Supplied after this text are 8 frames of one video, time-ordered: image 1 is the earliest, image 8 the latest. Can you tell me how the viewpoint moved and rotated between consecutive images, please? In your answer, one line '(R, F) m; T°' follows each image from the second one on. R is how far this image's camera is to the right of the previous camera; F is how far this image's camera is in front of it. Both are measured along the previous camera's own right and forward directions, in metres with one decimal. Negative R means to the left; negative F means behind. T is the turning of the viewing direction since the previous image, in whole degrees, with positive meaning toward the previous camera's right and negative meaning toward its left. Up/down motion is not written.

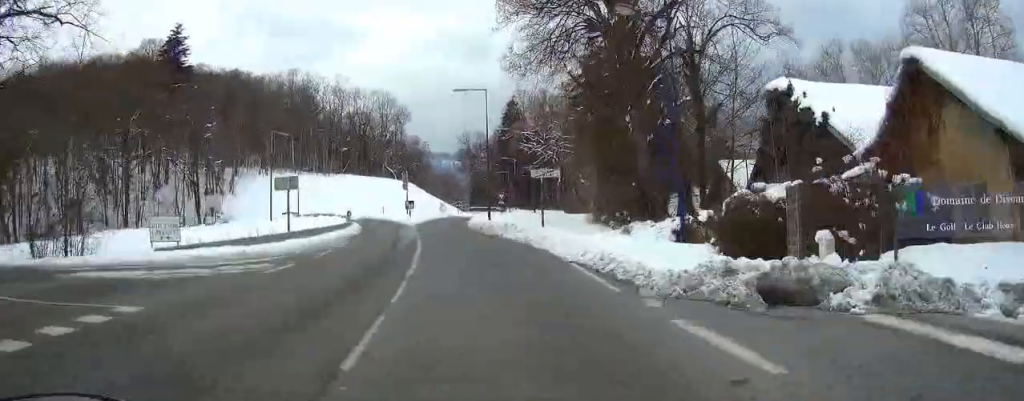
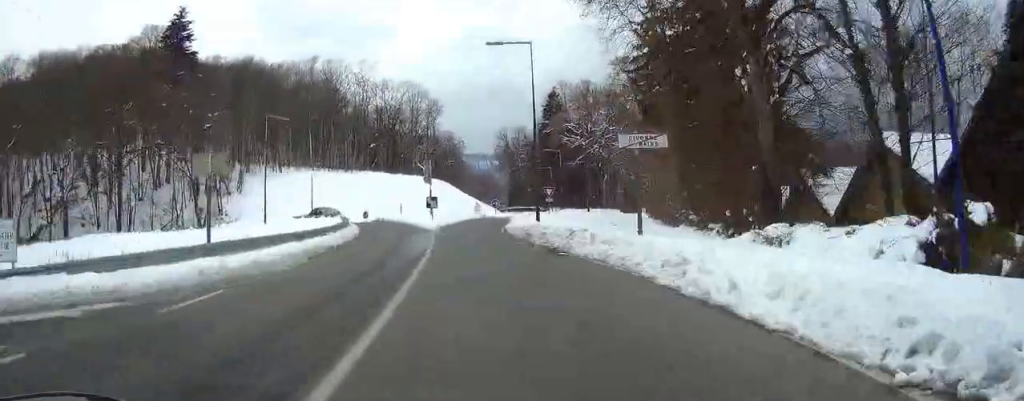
(-0.1, +12.4) m; -2°
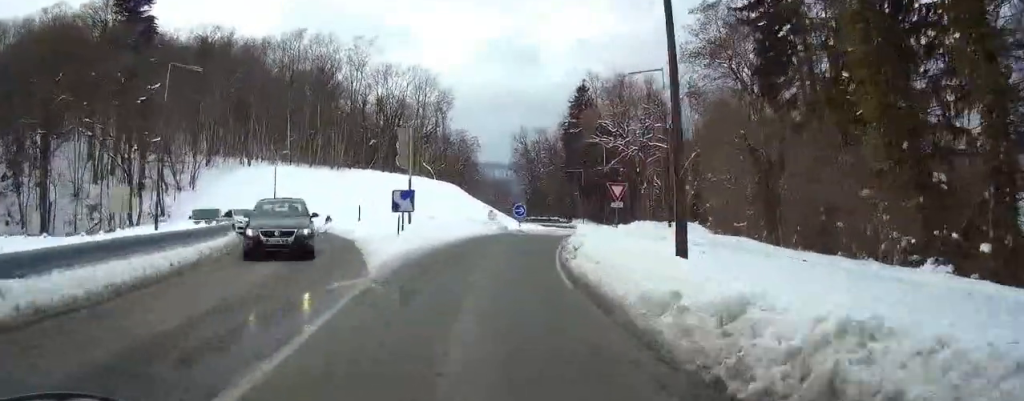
(-1.1, +23.0) m; -4°
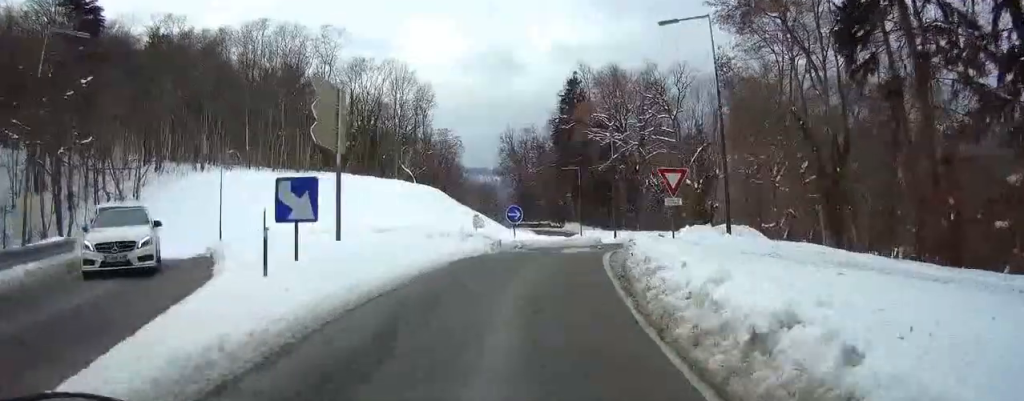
(-0.1, +11.1) m; +1°
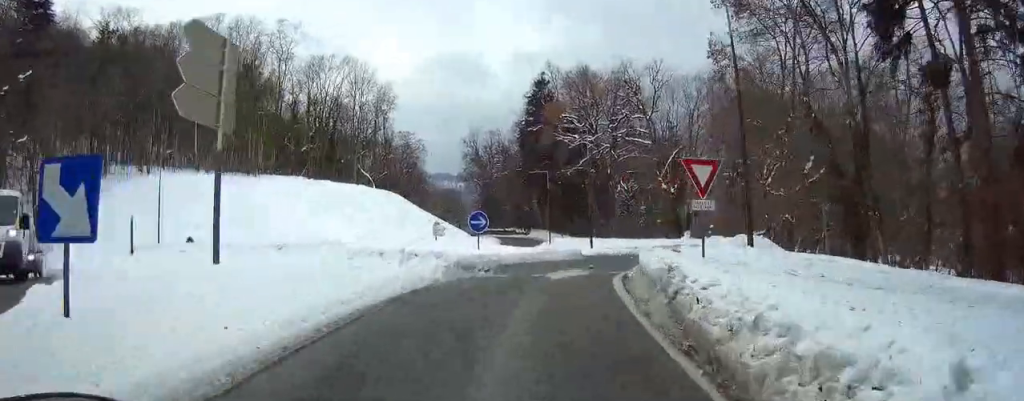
(0.0, +6.2) m; +3°
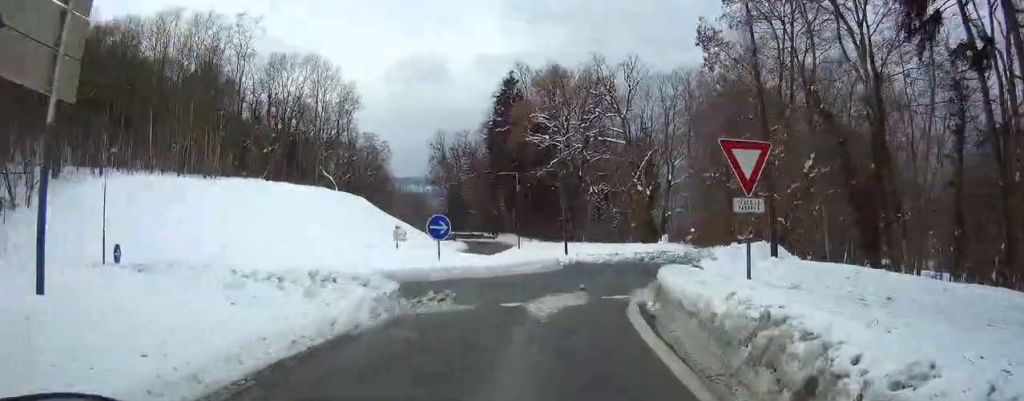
(+0.2, +3.8) m; +2°
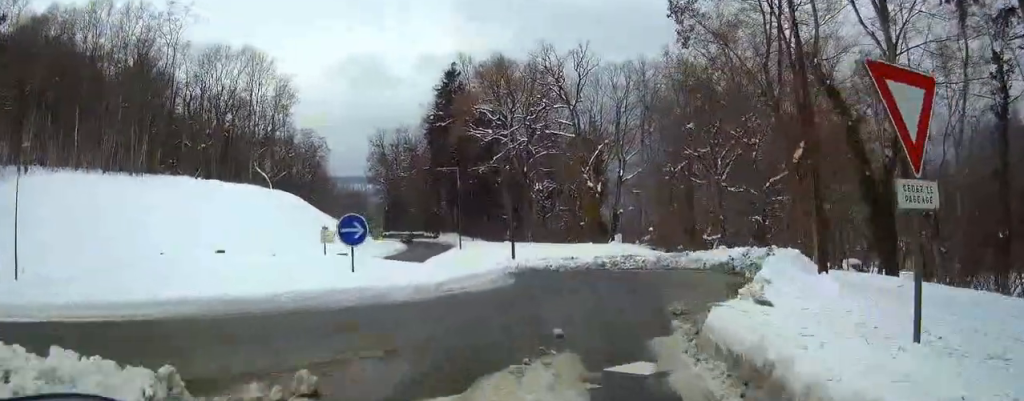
(+0.3, +6.0) m; +4°
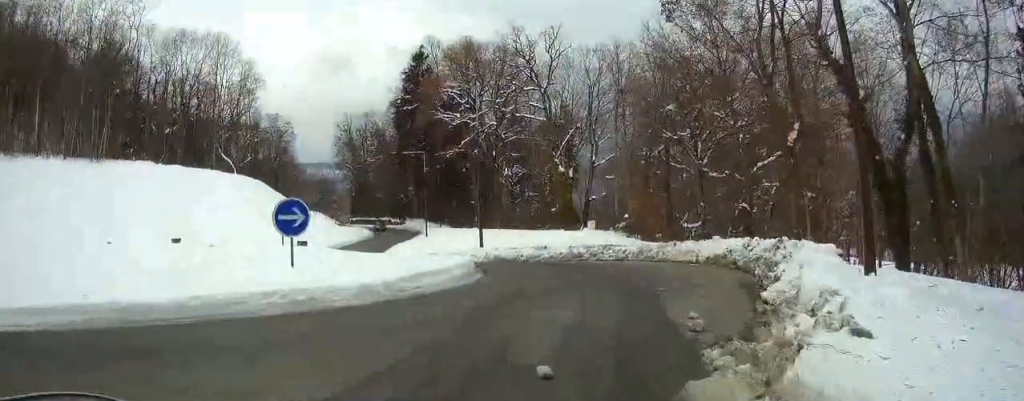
(0.0, +3.3) m; +2°
